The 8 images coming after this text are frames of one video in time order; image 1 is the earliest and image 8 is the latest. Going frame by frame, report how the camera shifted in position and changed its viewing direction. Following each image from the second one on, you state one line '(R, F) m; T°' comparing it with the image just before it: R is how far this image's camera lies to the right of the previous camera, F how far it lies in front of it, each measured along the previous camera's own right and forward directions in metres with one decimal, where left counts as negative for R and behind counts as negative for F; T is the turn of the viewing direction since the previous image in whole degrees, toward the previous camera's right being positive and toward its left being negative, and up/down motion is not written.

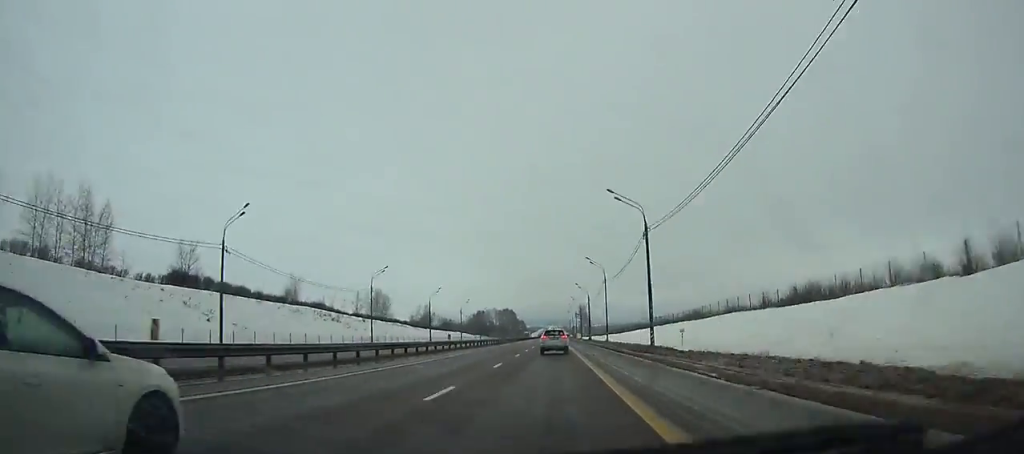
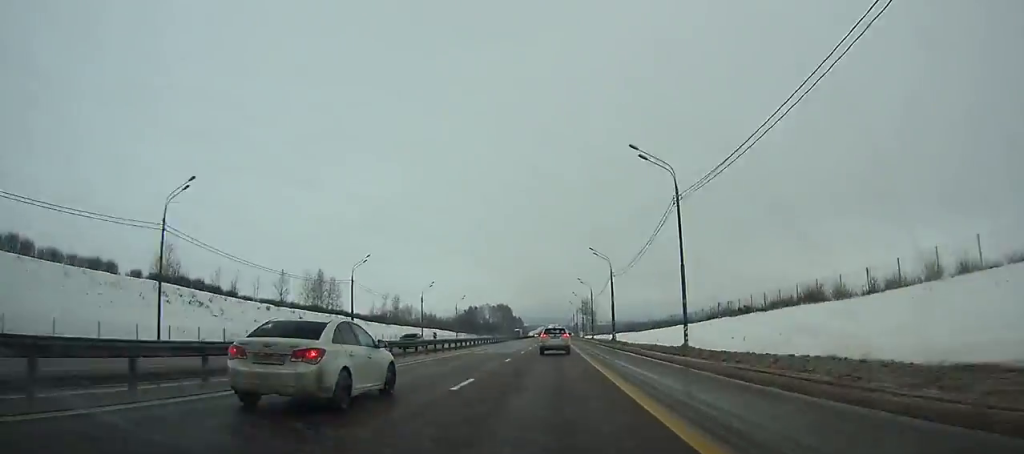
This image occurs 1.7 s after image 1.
(+0.1, +42.5) m; 0°
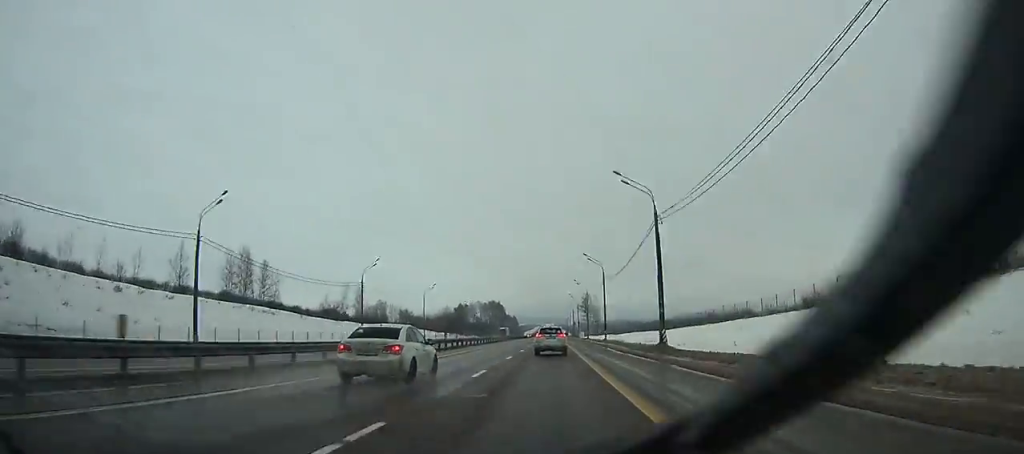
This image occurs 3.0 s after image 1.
(+0.1, +32.4) m; 0°
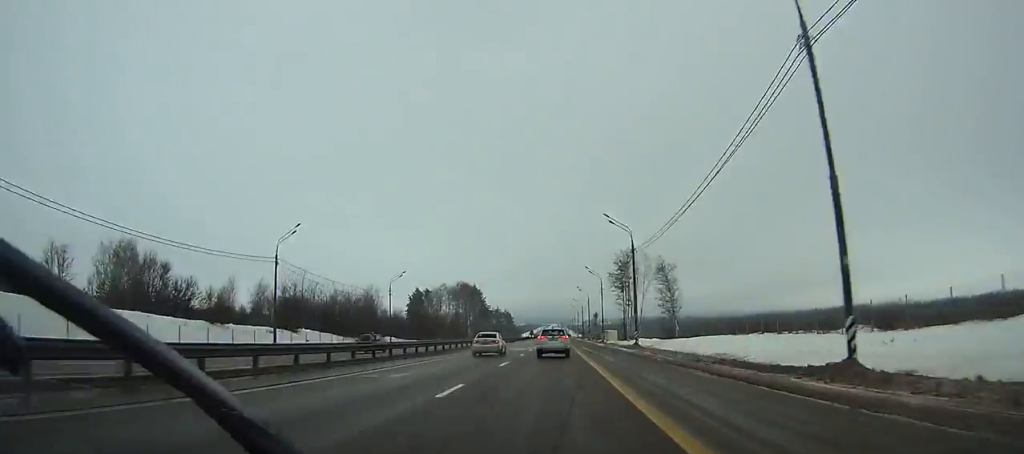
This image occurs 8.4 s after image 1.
(-0.5, +131.2) m; 0°
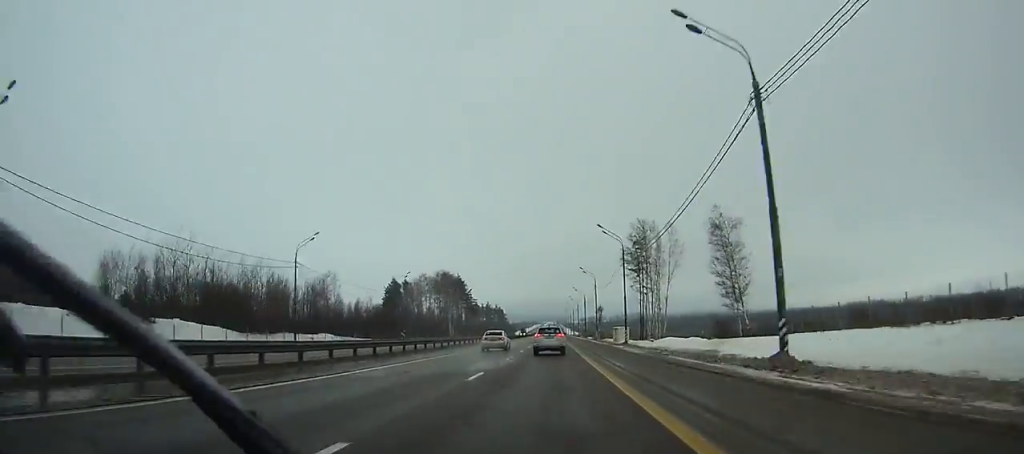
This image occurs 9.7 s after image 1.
(0.0, +31.1) m; 0°
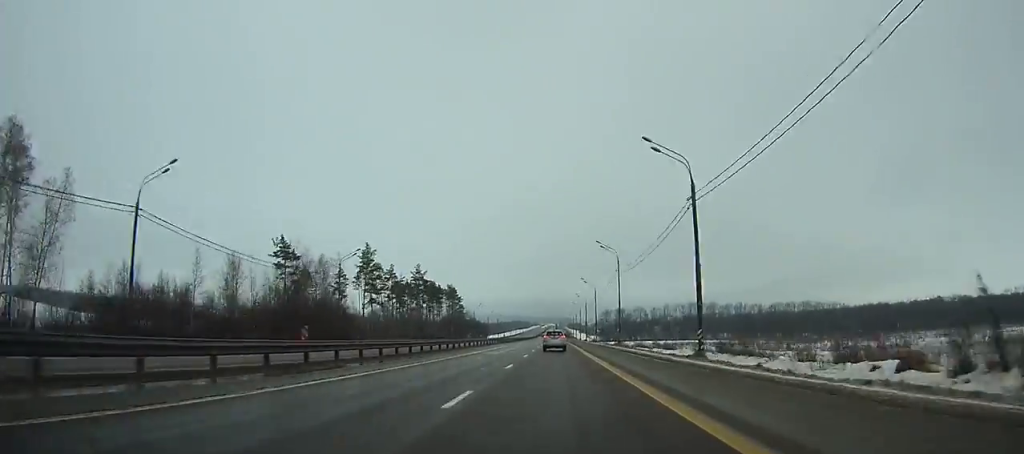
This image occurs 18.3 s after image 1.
(+0.7, +201.8) m; 0°
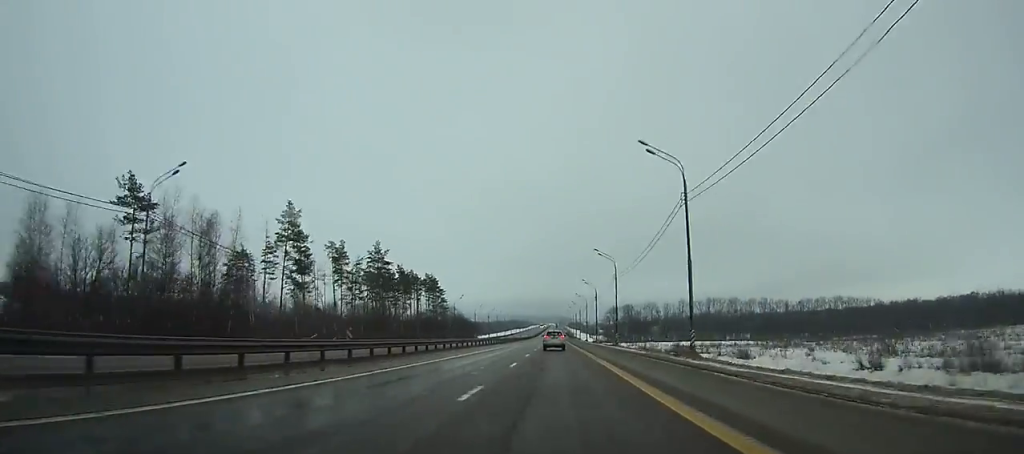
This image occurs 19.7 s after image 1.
(+0.1, +32.8) m; 0°
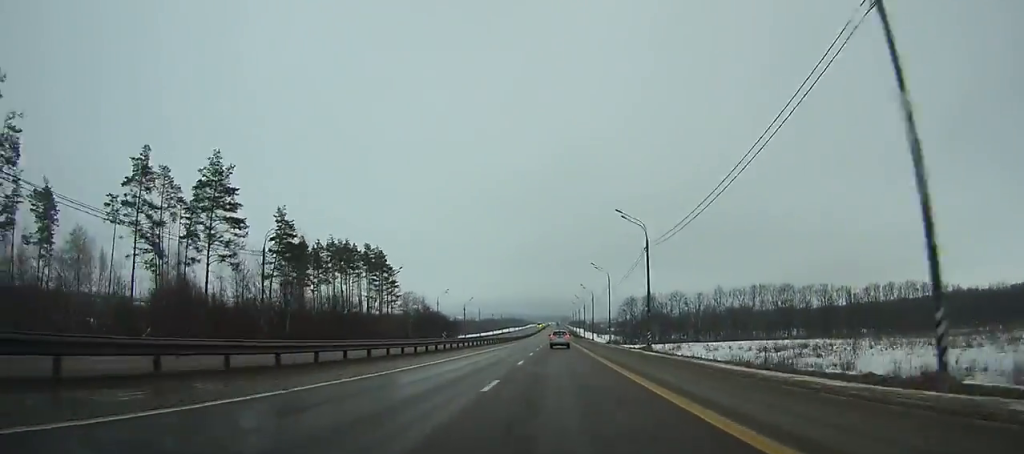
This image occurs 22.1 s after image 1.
(+0.1, +56.4) m; 0°
